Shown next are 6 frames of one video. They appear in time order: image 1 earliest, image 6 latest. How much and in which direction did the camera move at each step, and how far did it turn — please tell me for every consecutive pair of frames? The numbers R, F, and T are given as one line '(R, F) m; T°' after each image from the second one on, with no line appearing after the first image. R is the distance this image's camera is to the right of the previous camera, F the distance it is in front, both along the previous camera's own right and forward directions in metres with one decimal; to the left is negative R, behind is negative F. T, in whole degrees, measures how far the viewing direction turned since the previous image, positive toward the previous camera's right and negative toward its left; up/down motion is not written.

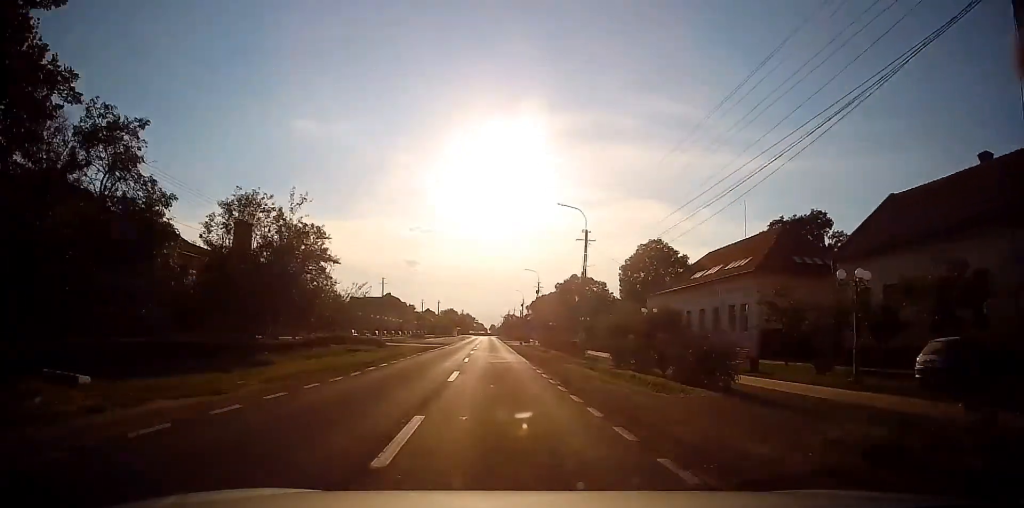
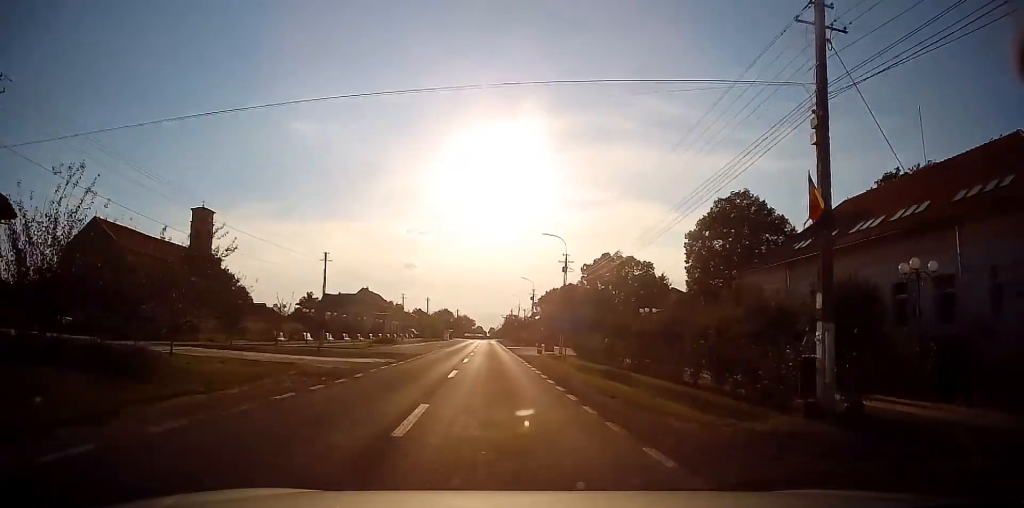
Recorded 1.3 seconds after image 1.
(0.0, +25.0) m; -1°
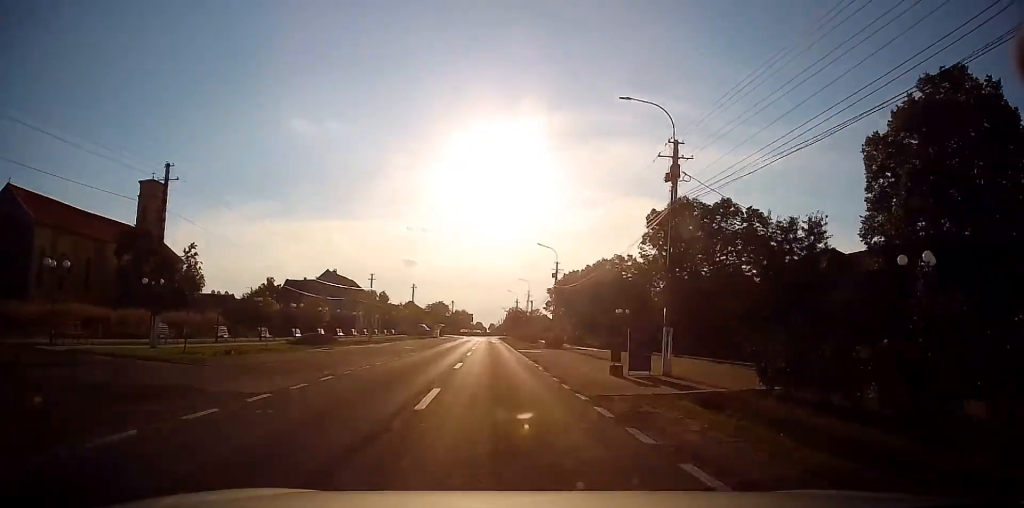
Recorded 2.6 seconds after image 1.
(0.0, +24.4) m; +1°
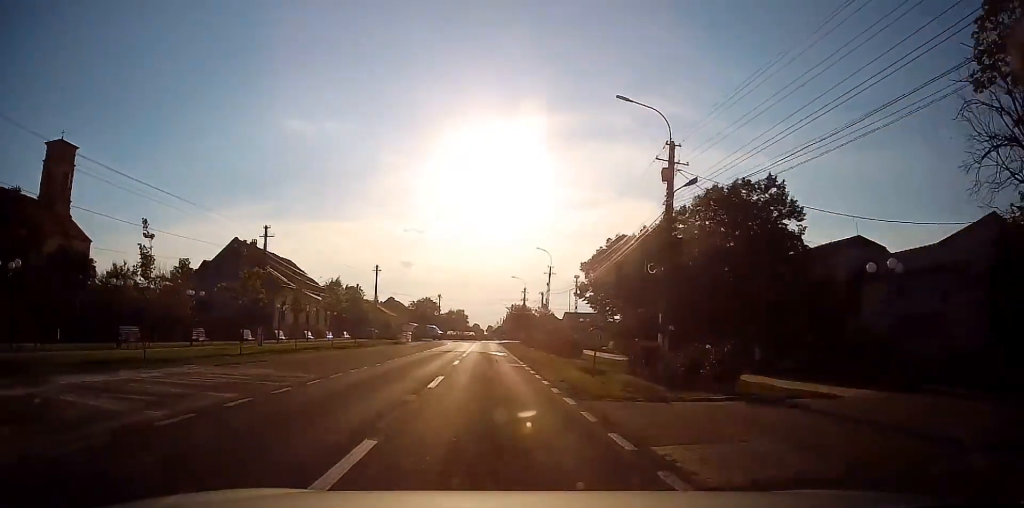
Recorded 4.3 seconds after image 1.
(+0.4, +31.8) m; +1°
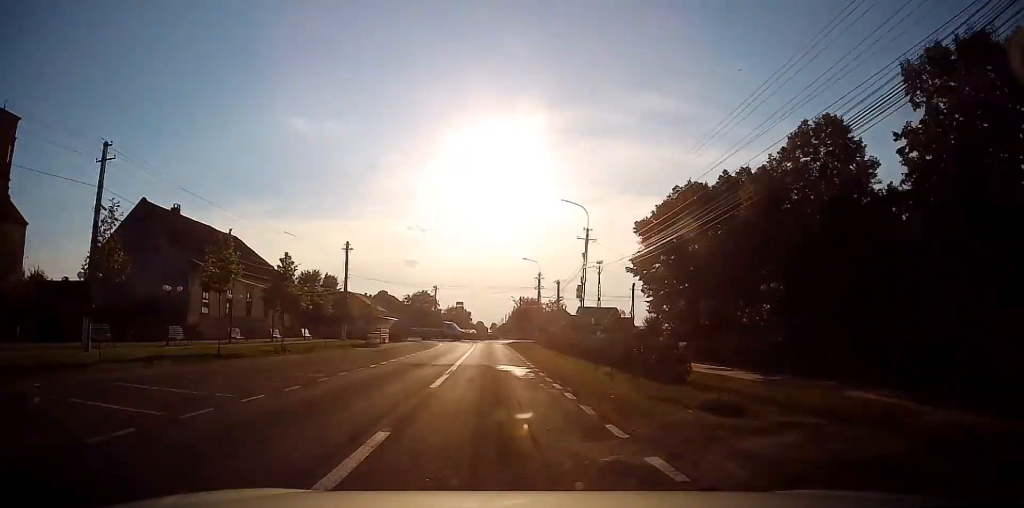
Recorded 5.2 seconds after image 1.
(0.0, +17.7) m; 0°
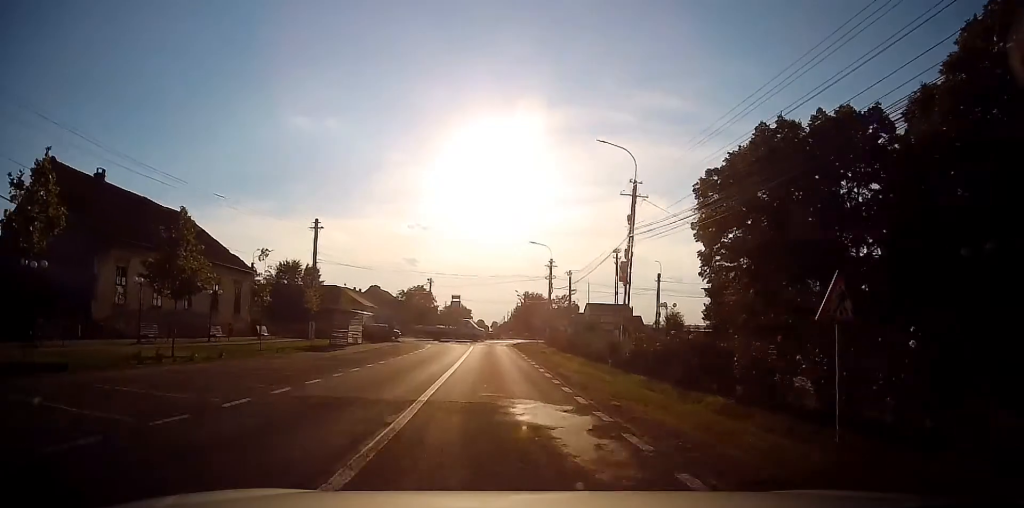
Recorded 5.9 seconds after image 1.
(0.0, +11.4) m; -1°
